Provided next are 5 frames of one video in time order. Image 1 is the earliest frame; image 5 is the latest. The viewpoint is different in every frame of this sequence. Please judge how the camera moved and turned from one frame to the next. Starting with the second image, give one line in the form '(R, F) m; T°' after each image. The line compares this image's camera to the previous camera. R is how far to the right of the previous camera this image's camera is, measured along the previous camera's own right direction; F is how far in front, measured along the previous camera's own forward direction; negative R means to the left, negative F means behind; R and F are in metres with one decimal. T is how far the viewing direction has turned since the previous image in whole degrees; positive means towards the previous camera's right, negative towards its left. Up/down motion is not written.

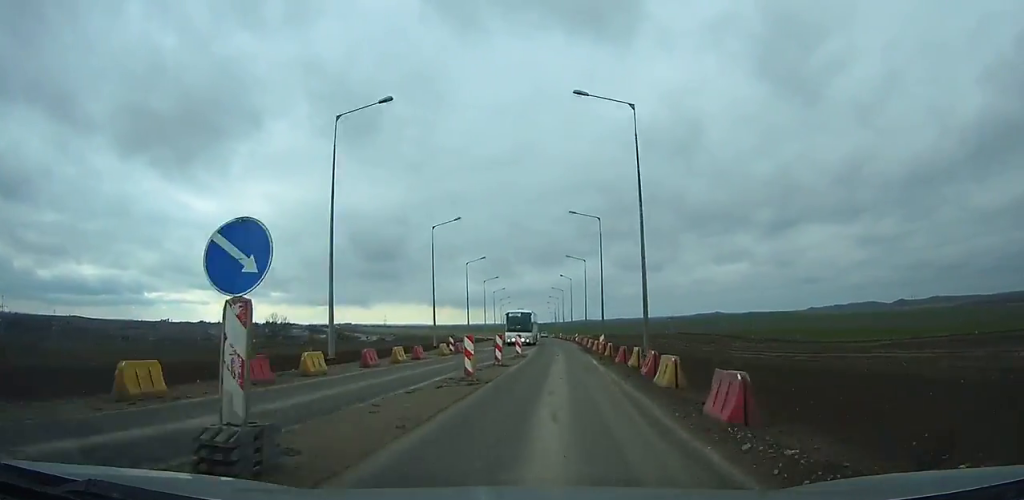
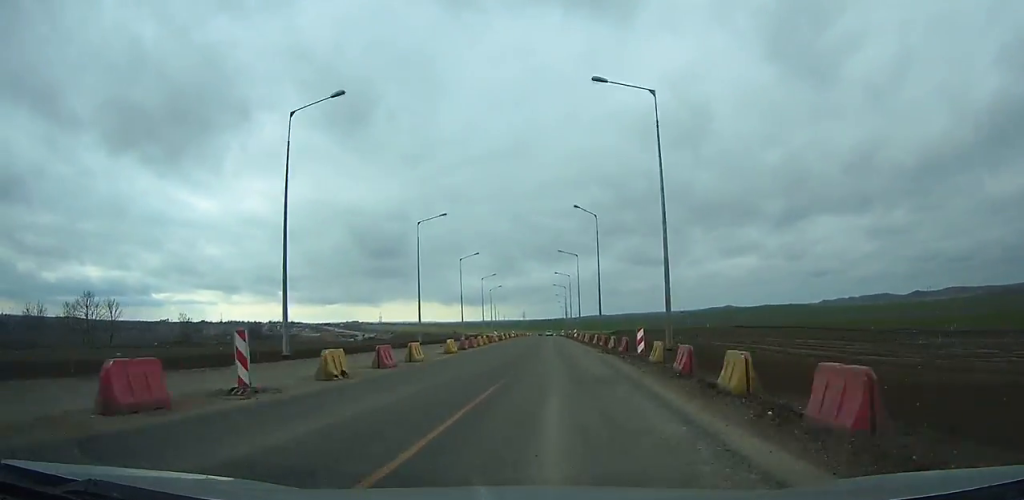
(-0.3, +60.8) m; -1°
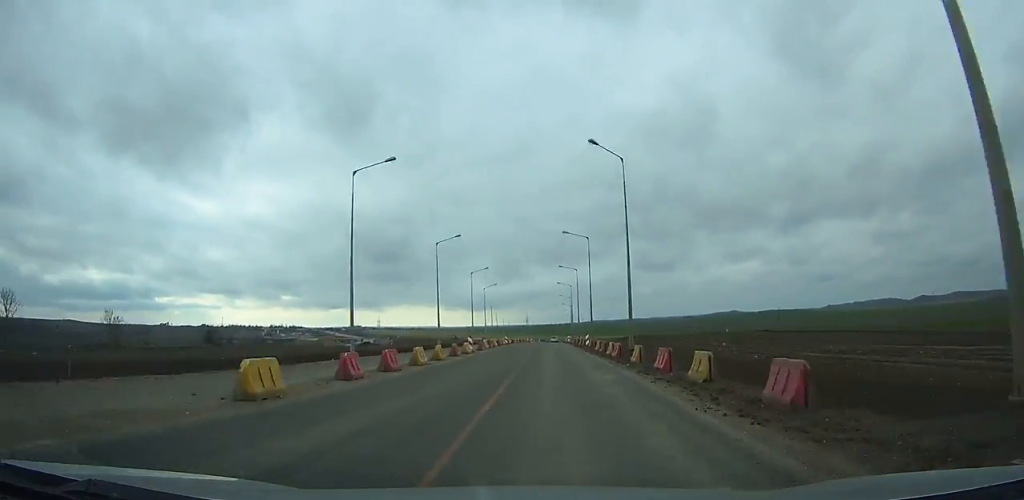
(-0.1, +19.5) m; 0°
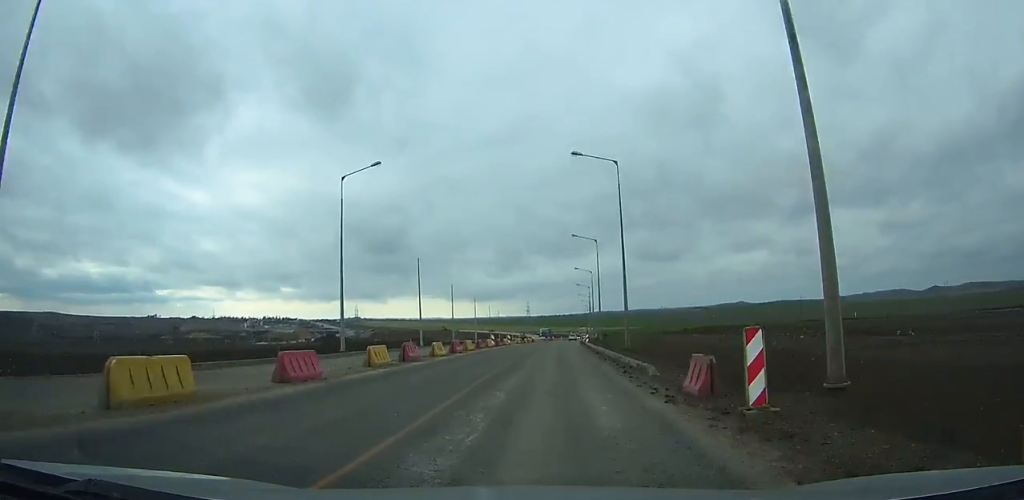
(-0.3, +84.9) m; +1°
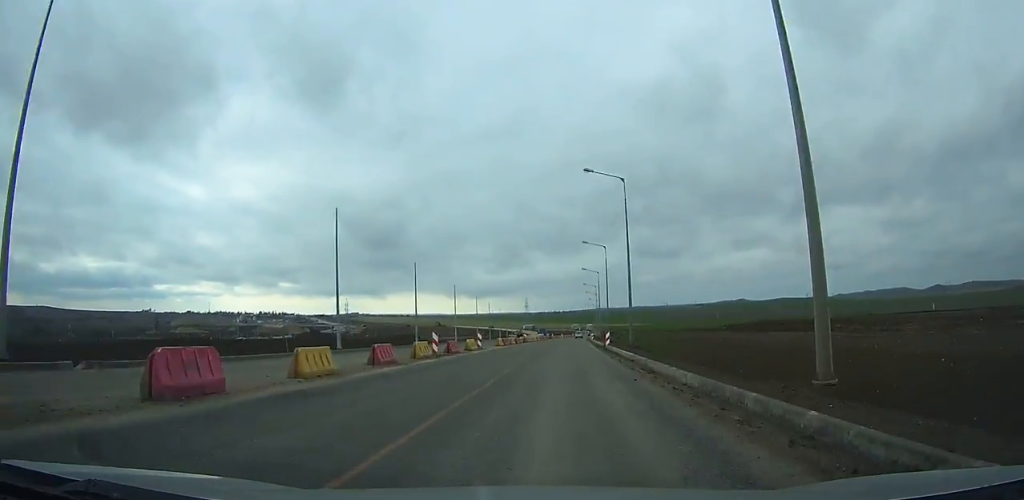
(+0.2, +26.7) m; +1°
